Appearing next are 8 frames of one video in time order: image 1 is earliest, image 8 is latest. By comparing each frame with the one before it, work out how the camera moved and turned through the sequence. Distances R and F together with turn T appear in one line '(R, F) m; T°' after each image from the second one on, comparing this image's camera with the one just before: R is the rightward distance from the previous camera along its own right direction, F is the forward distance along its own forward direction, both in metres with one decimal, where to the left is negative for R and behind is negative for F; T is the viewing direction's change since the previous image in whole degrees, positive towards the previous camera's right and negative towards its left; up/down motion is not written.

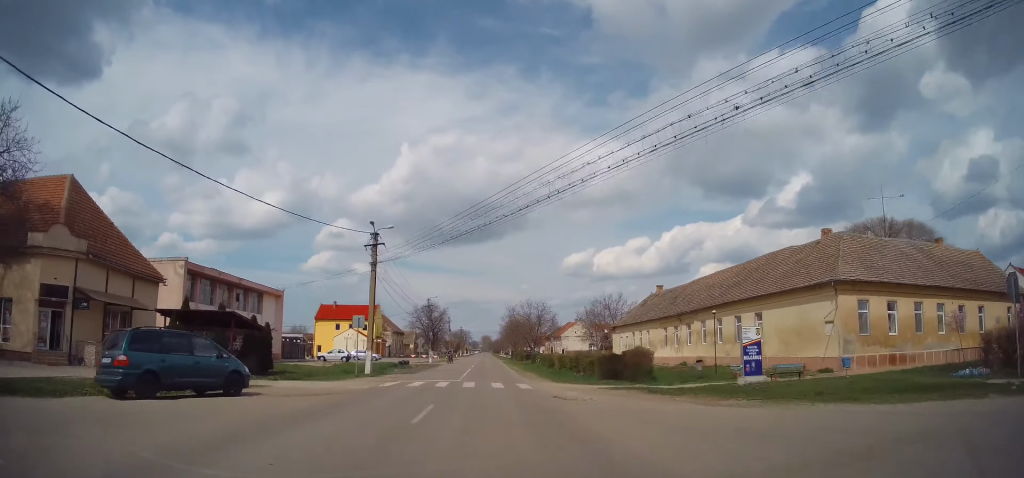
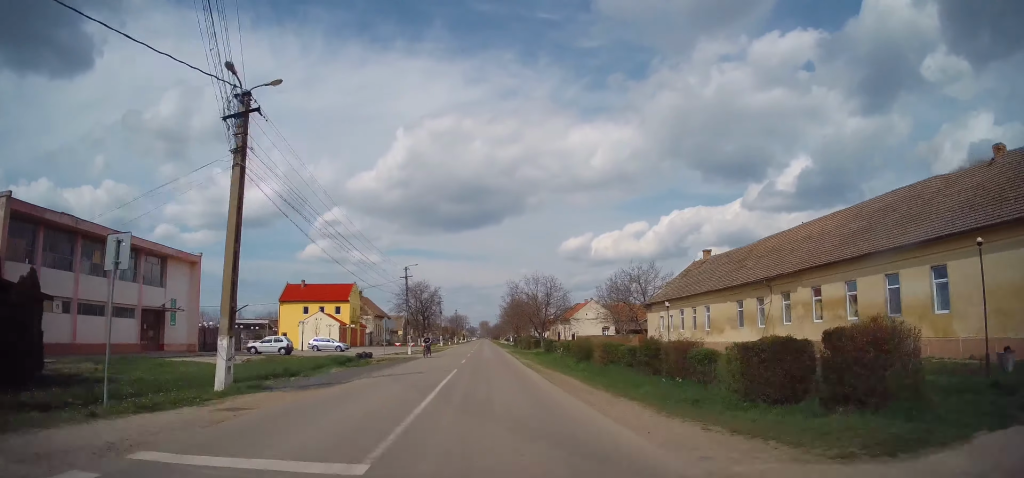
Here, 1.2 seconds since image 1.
(-0.3, +17.7) m; -1°
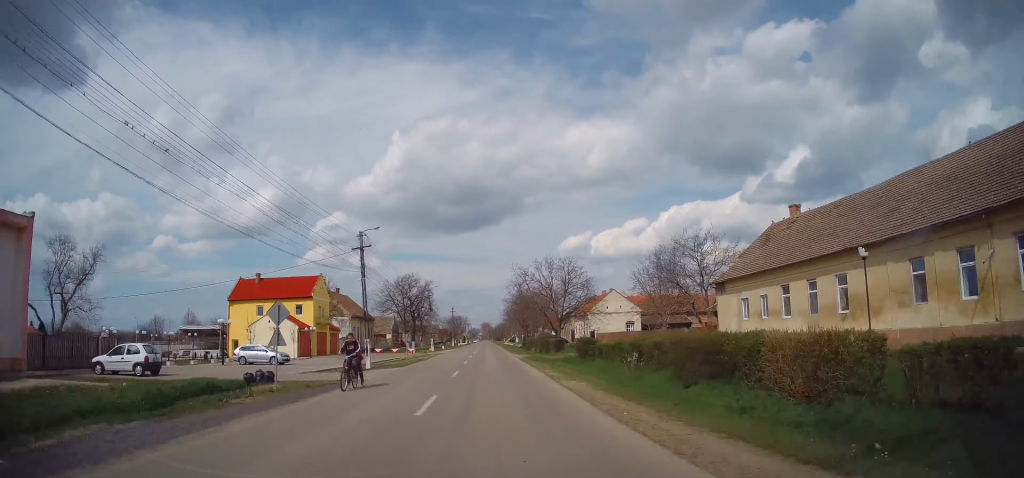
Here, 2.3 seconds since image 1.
(0.0, +18.2) m; +1°
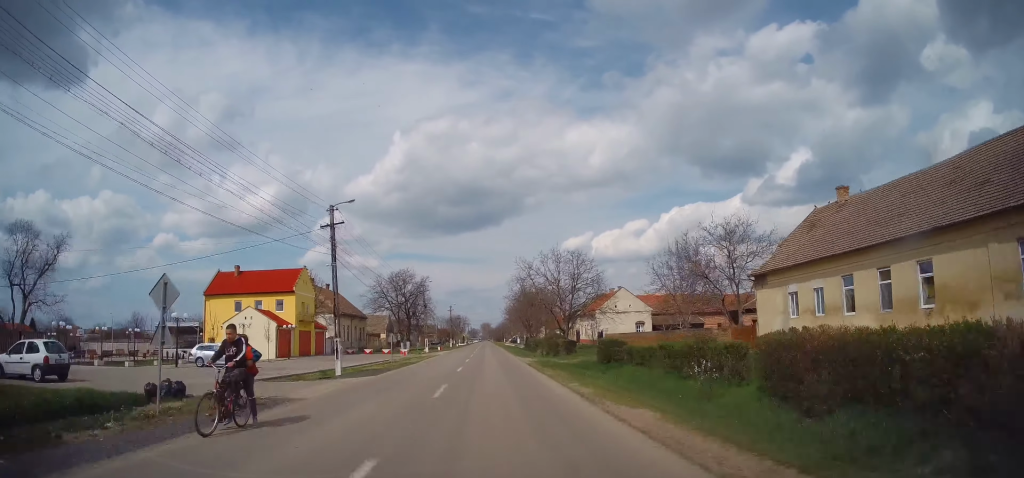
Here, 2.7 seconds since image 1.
(+0.1, +6.3) m; +1°
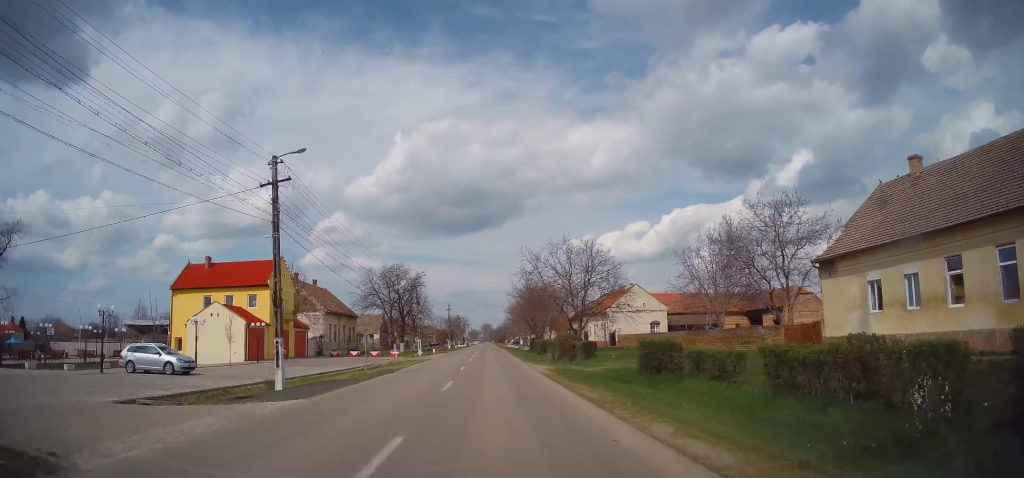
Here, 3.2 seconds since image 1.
(0.0, +7.5) m; -1°
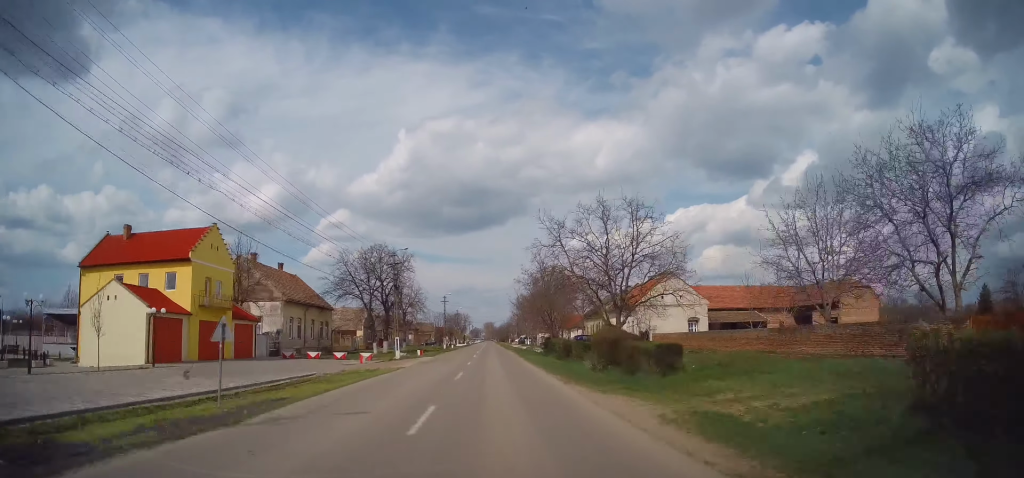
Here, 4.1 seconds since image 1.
(-0.2, +15.1) m; -1°
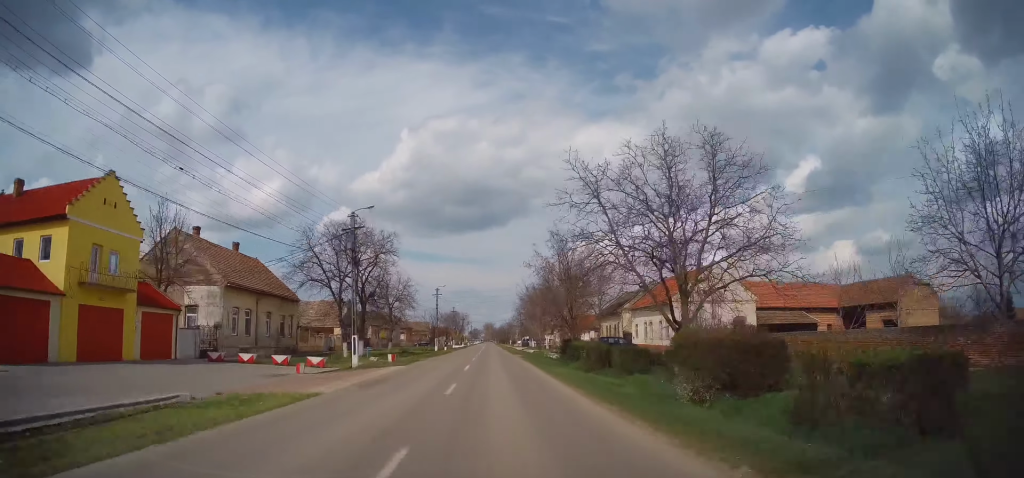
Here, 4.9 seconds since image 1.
(-0.1, +13.1) m; 0°
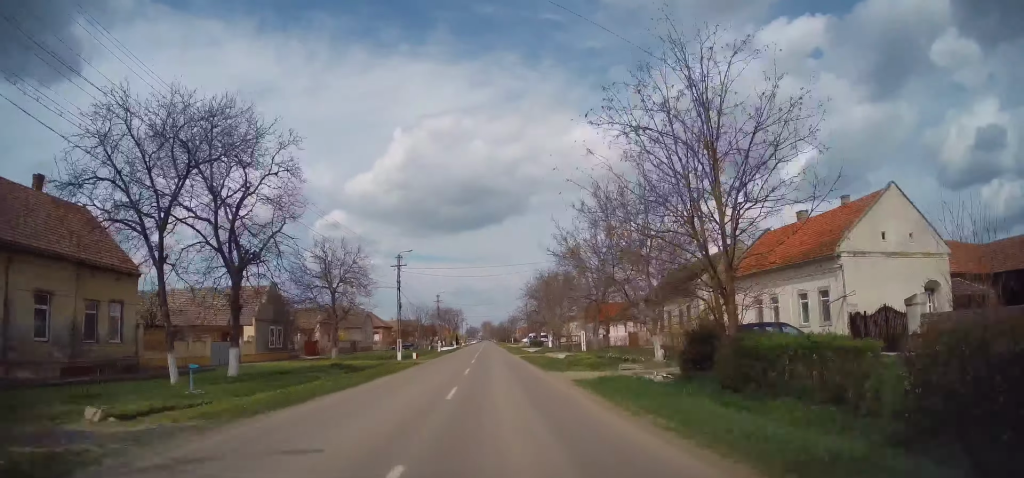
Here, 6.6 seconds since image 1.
(+0.5, +28.4) m; 0°
